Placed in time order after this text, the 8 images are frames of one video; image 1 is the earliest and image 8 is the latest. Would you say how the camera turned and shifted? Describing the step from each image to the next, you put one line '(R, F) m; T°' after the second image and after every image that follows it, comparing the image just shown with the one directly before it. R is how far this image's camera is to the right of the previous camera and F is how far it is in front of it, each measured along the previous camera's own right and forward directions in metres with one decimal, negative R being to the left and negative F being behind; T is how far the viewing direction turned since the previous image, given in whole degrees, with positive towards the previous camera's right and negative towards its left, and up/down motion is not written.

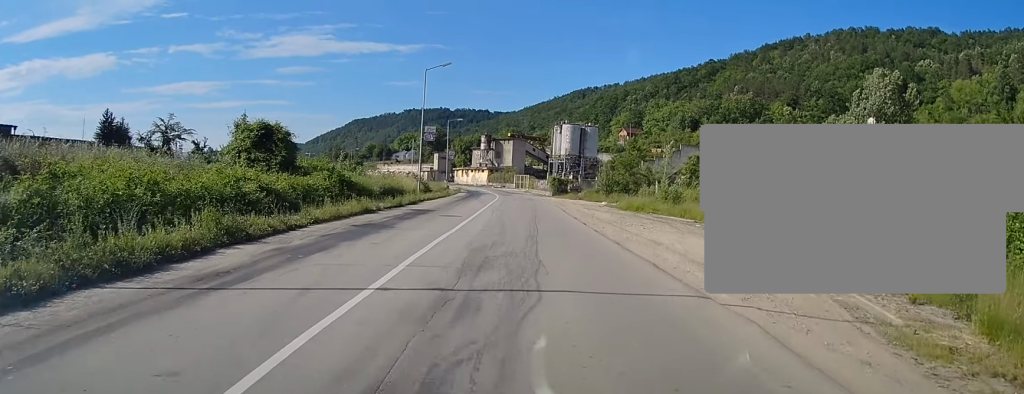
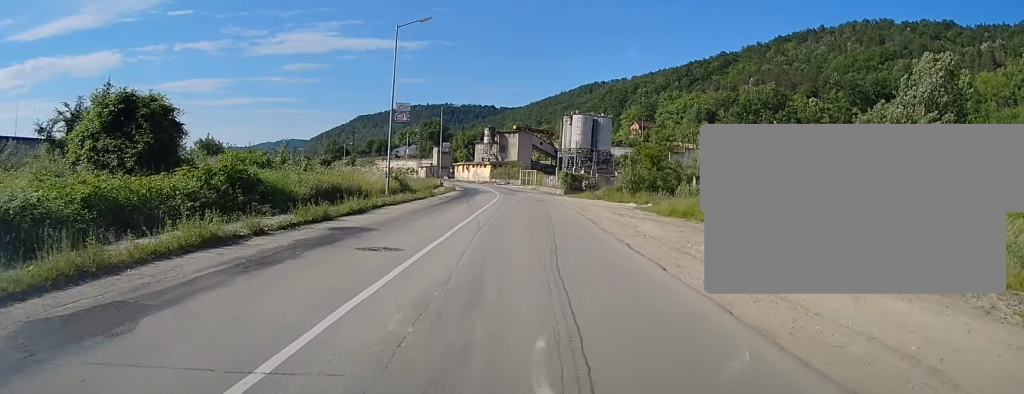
(+0.1, +13.3) m; +1°
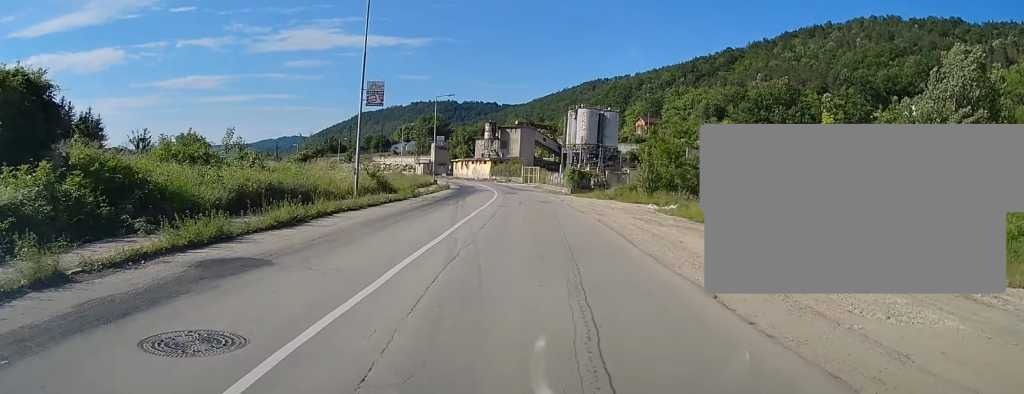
(+0.1, +7.3) m; 0°
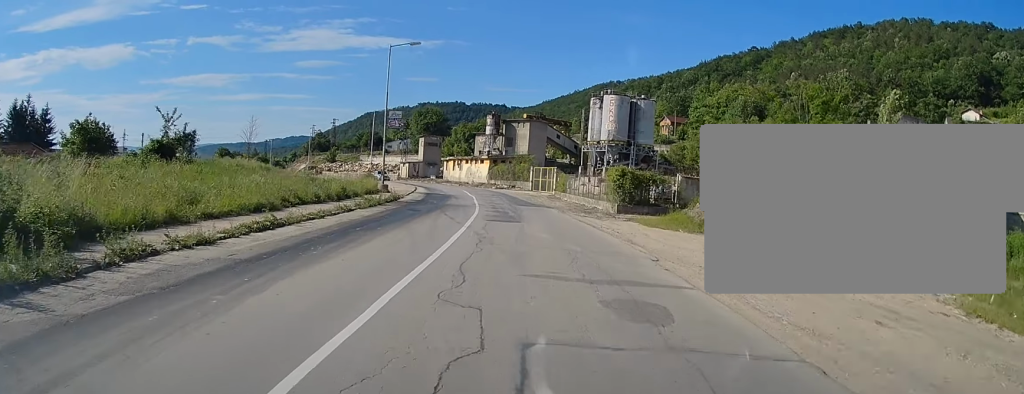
(-0.5, +28.9) m; -2°
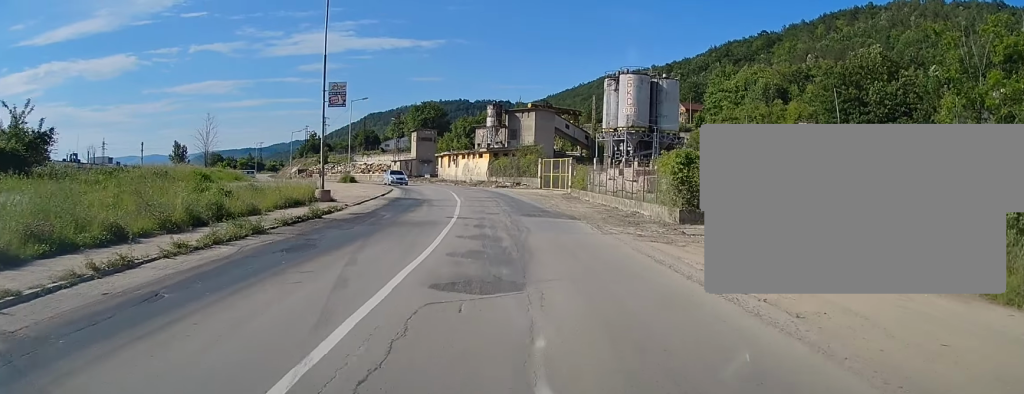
(0.0, +13.6) m; -1°
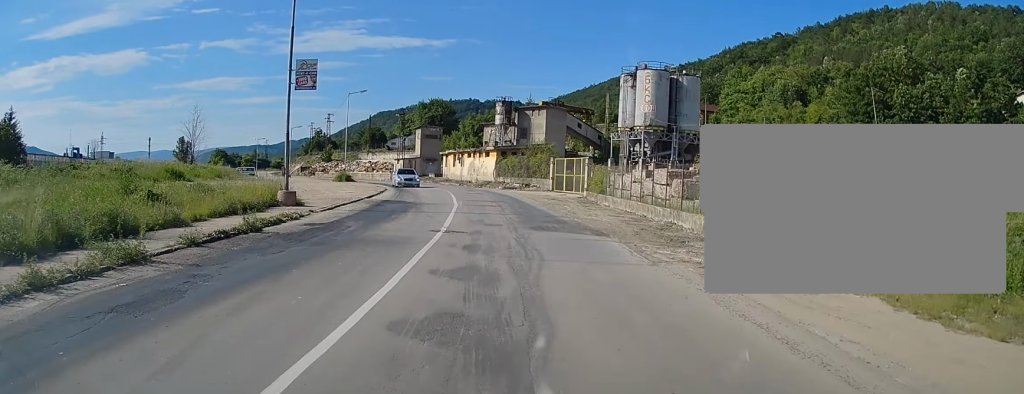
(0.0, +5.4) m; -1°
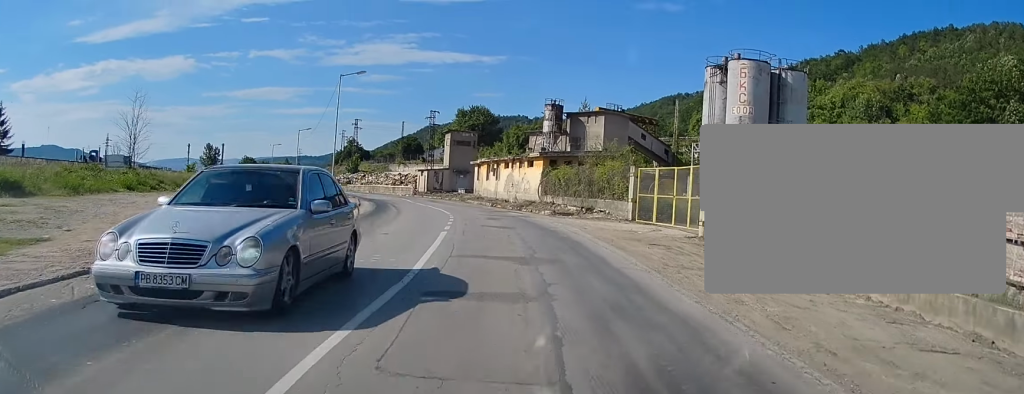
(-0.7, +19.5) m; -4°
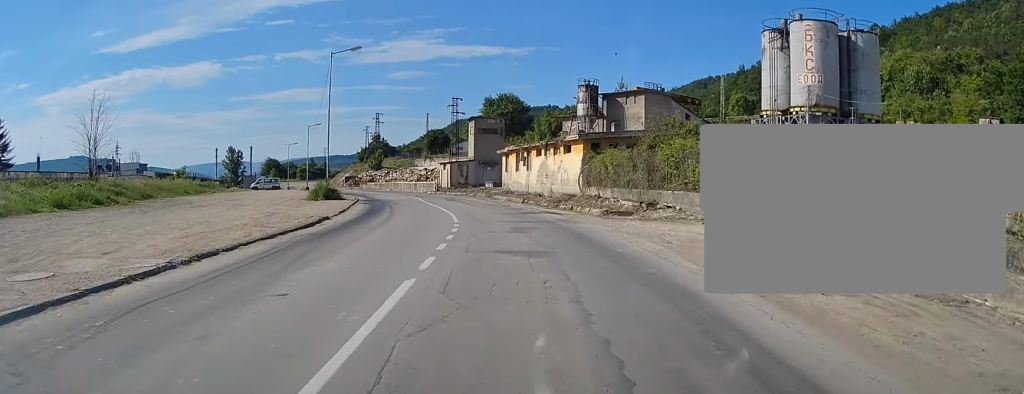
(-0.2, +9.0) m; -2°
